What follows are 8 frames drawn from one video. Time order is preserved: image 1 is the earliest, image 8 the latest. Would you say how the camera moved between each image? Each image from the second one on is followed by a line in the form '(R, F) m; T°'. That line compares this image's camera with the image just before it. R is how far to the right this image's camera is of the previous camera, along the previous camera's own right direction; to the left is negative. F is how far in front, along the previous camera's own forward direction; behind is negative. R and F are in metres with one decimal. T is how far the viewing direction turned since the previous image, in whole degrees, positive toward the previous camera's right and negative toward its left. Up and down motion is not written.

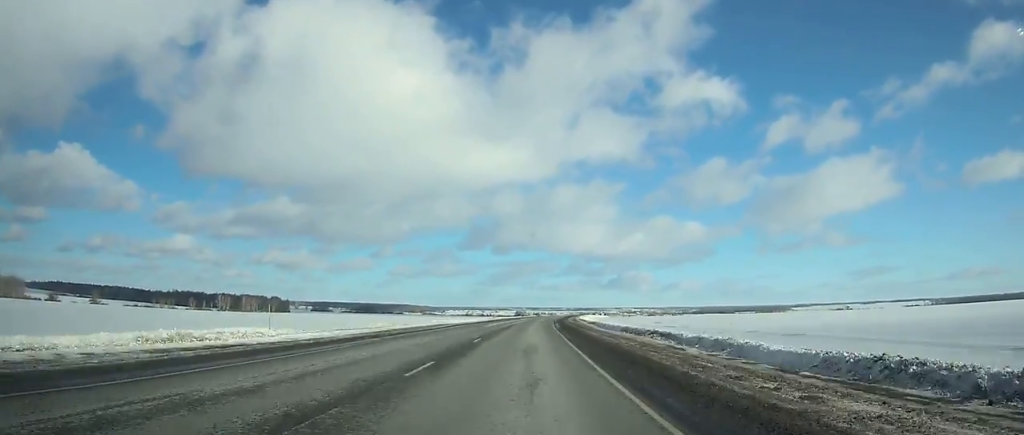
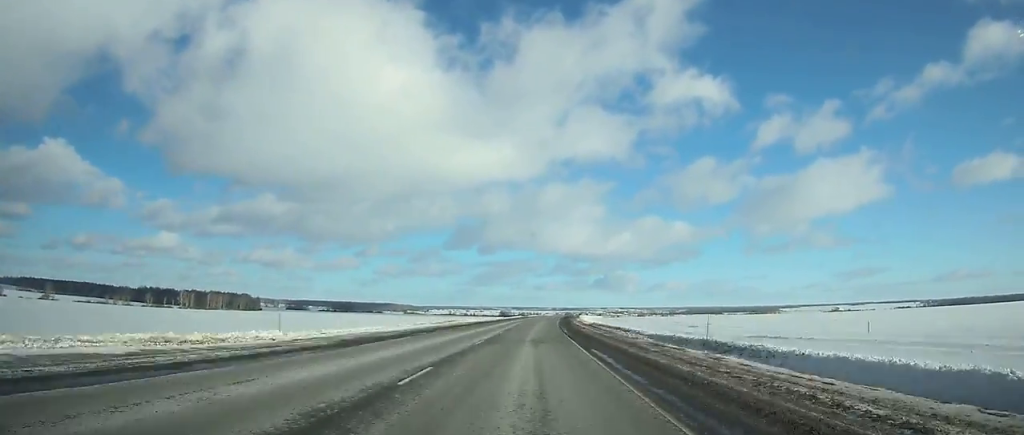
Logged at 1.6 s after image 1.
(0.0, +48.9) m; +1°
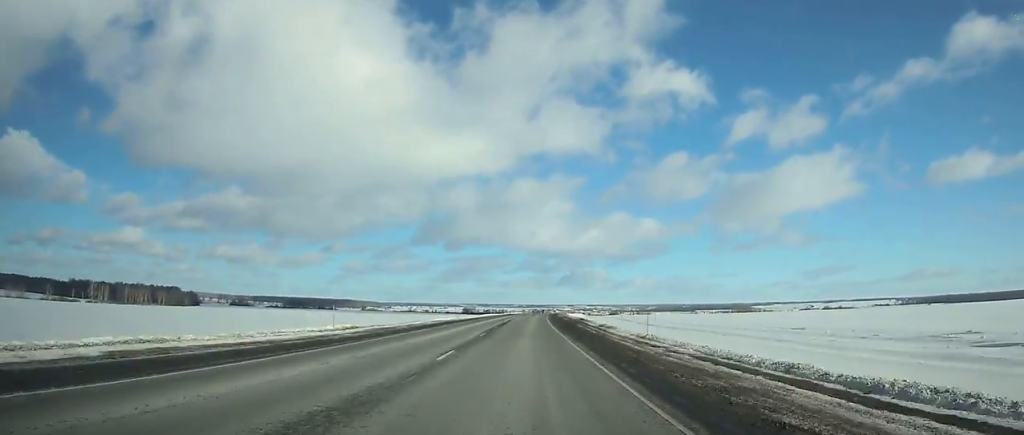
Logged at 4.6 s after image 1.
(+2.3, +92.2) m; +3°
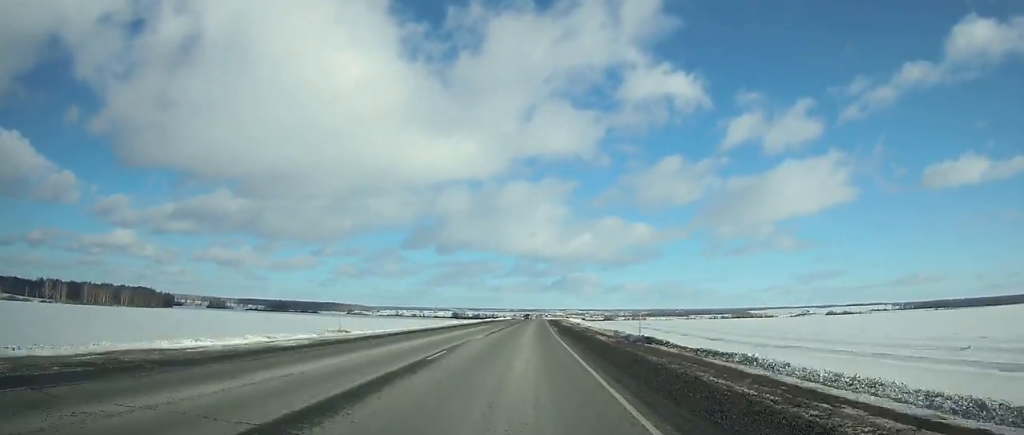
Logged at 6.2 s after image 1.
(+0.8, +49.2) m; +1°
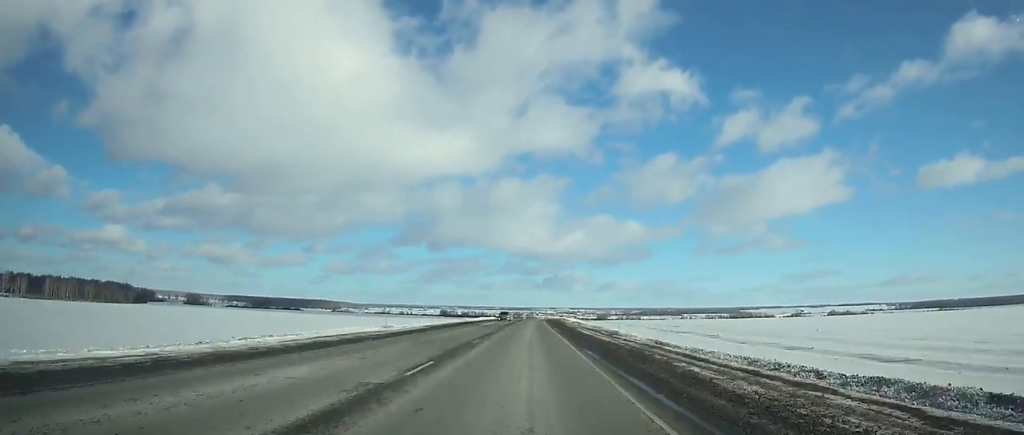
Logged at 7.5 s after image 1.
(0.0, +40.0) m; +1°
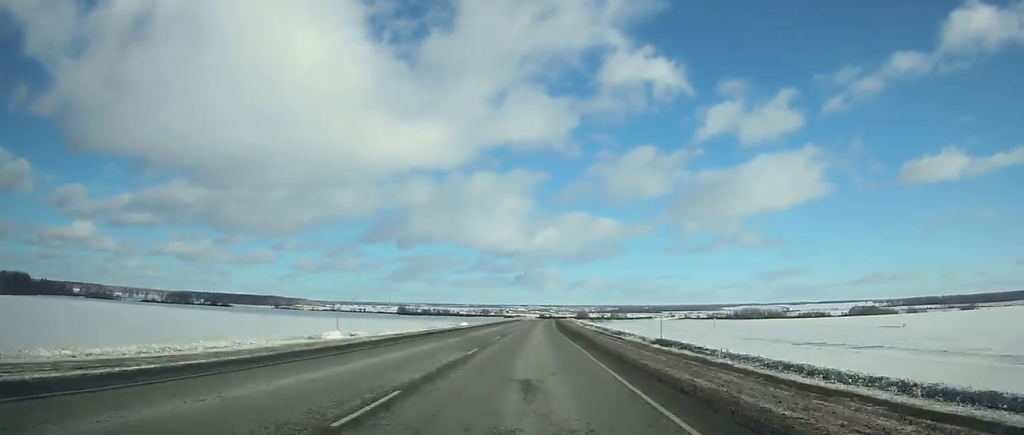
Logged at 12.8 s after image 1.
(+4.3, +161.2) m; +3°
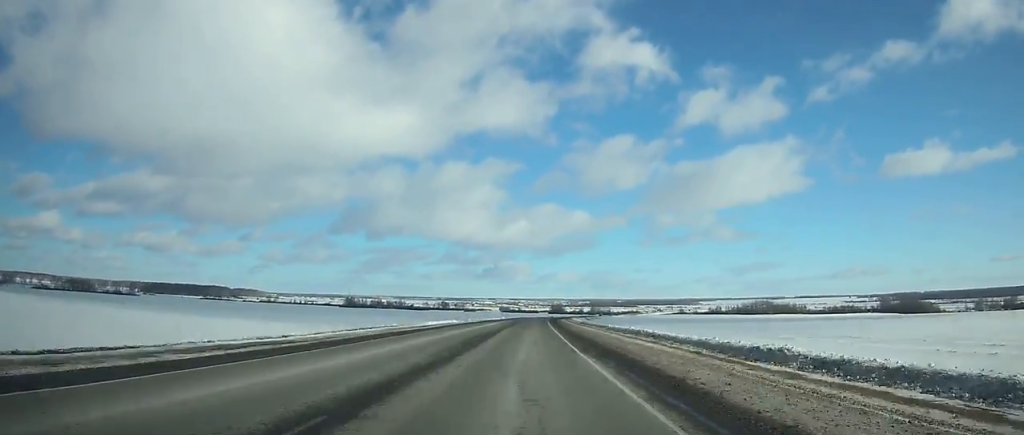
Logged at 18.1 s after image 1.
(+4.2, +156.7) m; +3°
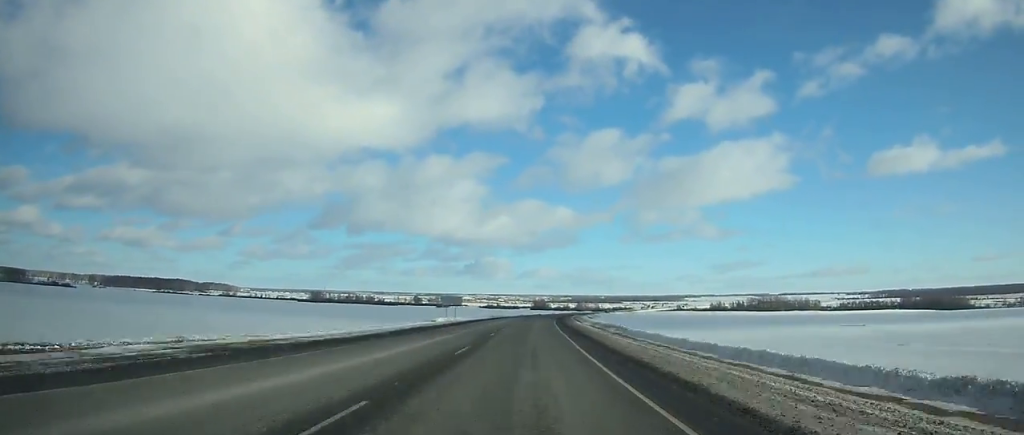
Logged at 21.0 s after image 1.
(+1.2, +83.3) m; +2°
